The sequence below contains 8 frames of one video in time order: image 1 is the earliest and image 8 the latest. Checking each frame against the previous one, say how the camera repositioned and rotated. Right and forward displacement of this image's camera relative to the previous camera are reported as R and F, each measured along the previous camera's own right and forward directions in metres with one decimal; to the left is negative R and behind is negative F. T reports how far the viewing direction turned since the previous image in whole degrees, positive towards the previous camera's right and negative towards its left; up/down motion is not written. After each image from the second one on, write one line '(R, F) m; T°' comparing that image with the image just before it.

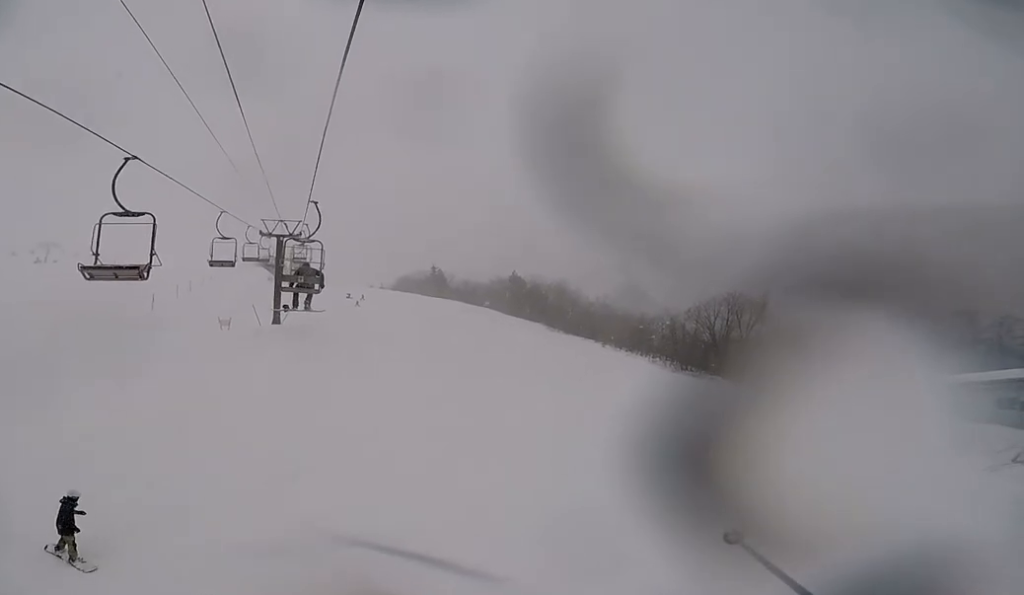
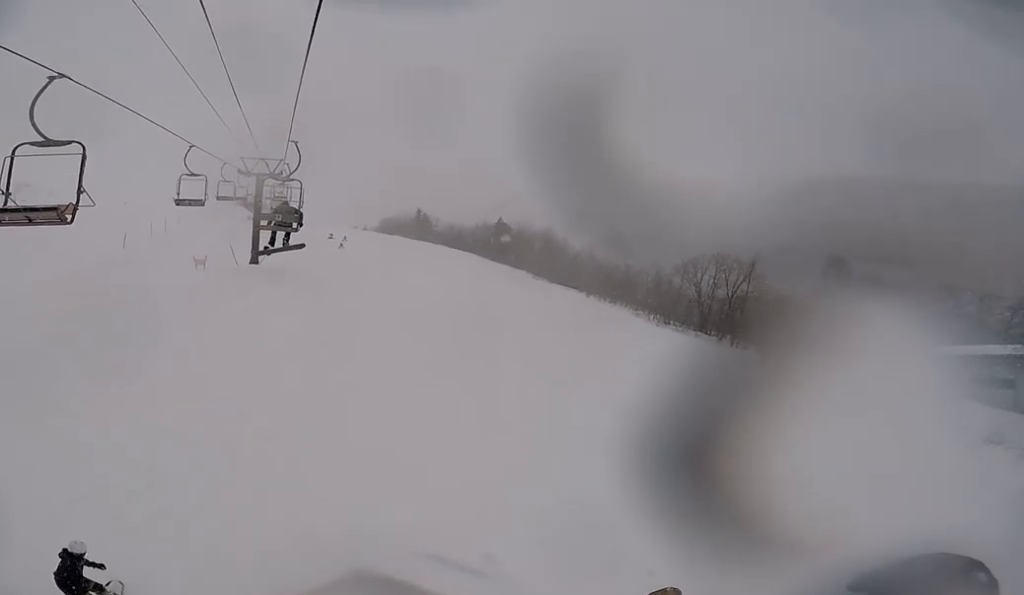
(0.0, +1.0) m; 0°
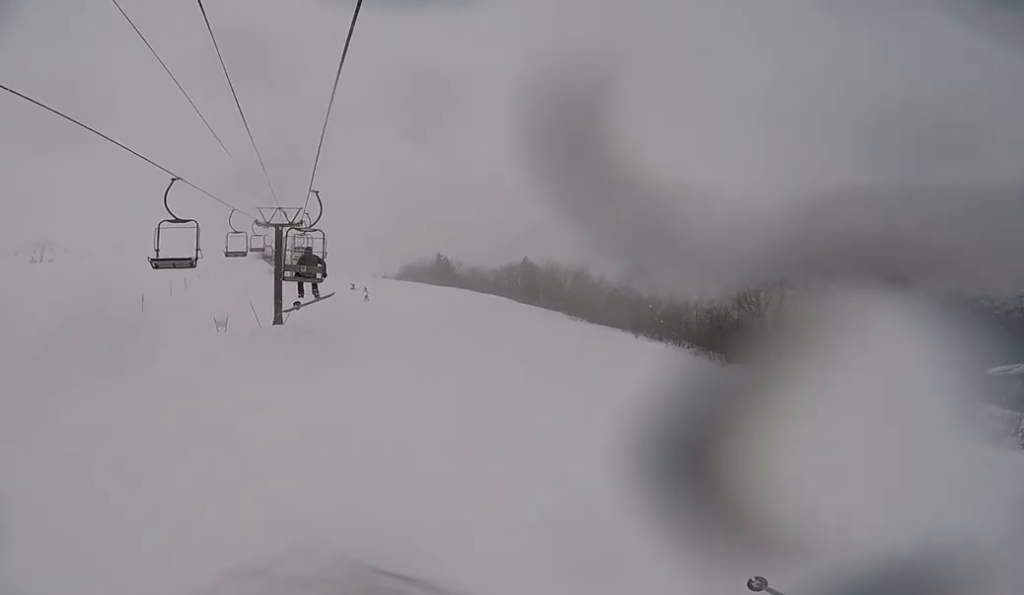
(0.0, +3.4) m; 0°
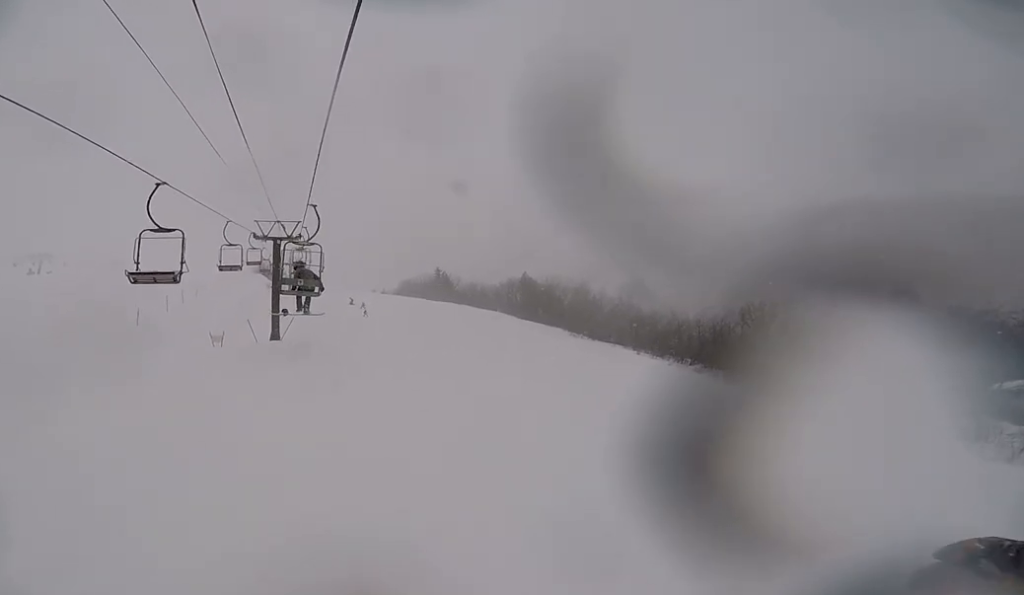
(0.0, +0.8) m; 0°
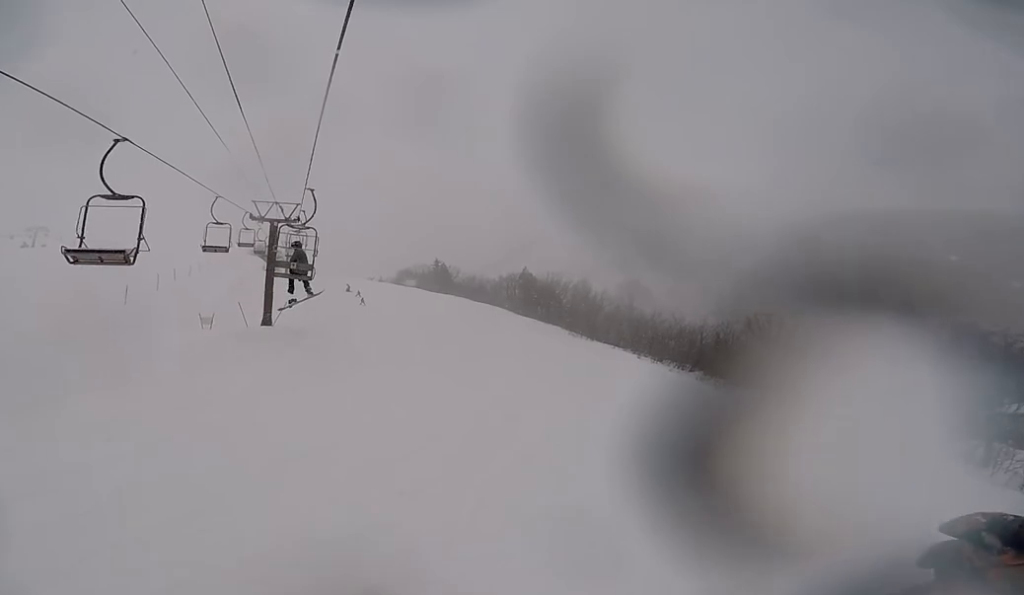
(0.0, +1.5) m; 0°
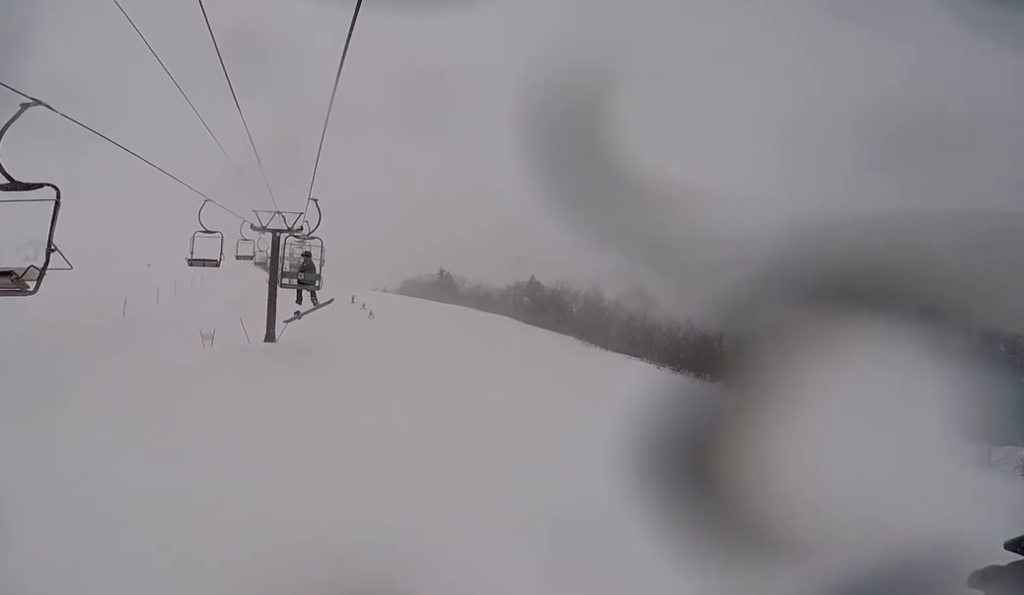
(0.0, +1.9) m; 0°
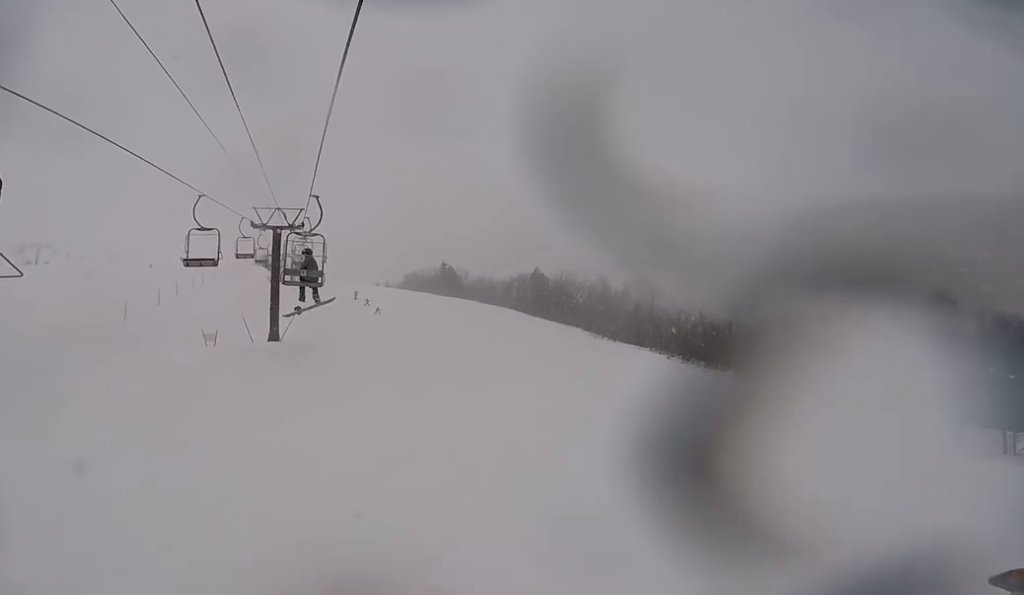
(0.0, +0.6) m; 0°
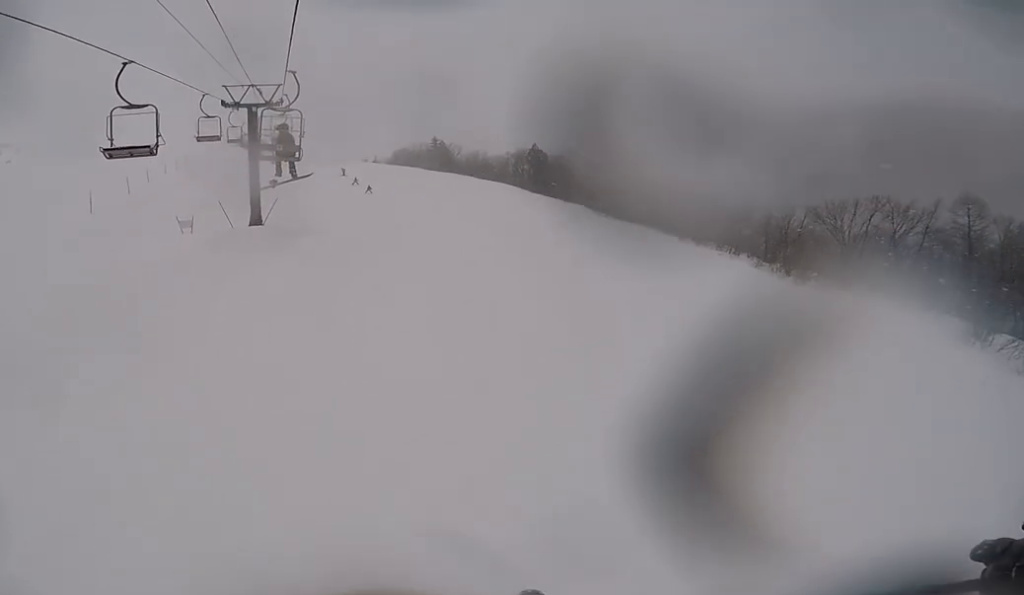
(0.0, +2.1) m; 0°
